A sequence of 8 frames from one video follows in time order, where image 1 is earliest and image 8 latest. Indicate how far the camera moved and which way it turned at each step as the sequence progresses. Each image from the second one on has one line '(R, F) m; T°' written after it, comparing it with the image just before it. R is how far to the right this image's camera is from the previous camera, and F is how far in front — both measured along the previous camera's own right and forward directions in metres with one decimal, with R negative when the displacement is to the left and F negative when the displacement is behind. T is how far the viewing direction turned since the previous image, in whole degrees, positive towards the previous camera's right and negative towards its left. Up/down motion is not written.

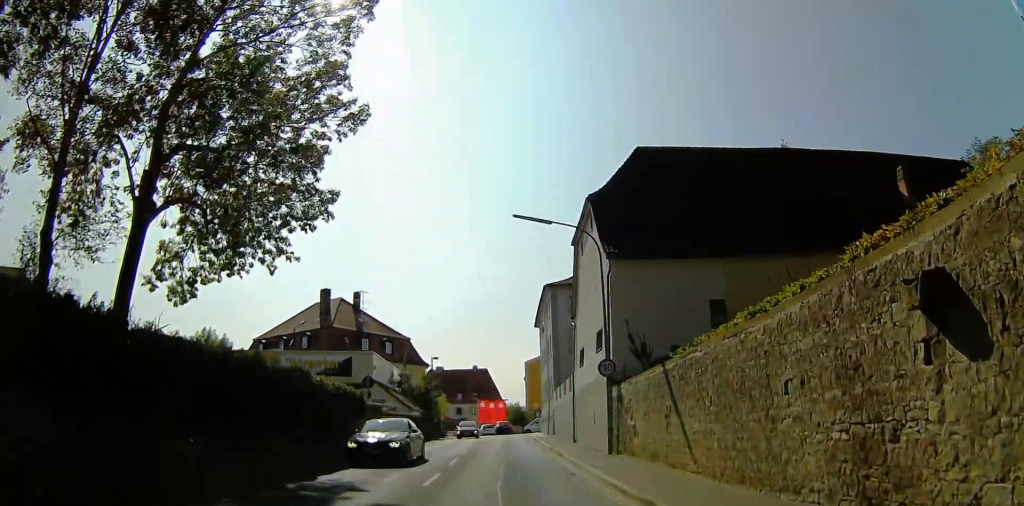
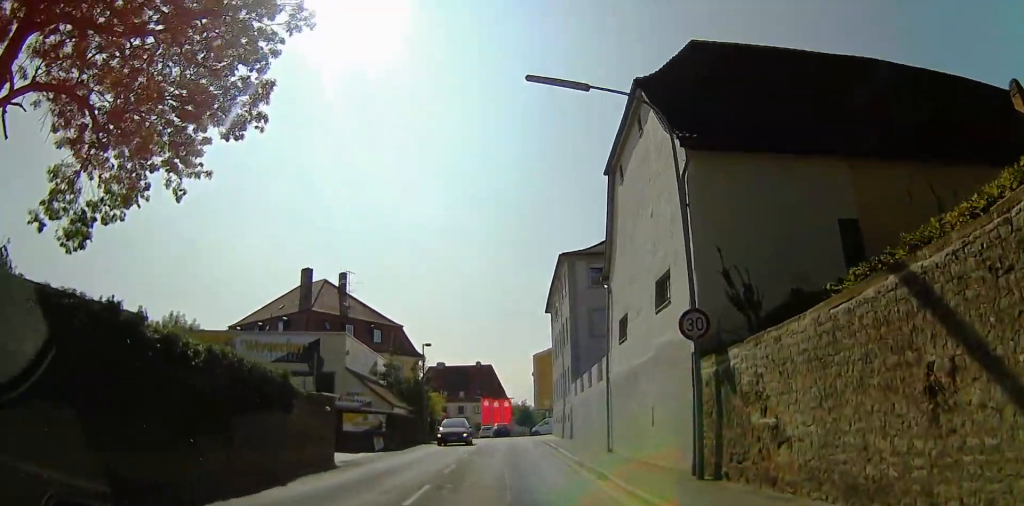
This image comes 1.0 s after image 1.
(+0.1, +9.1) m; +2°
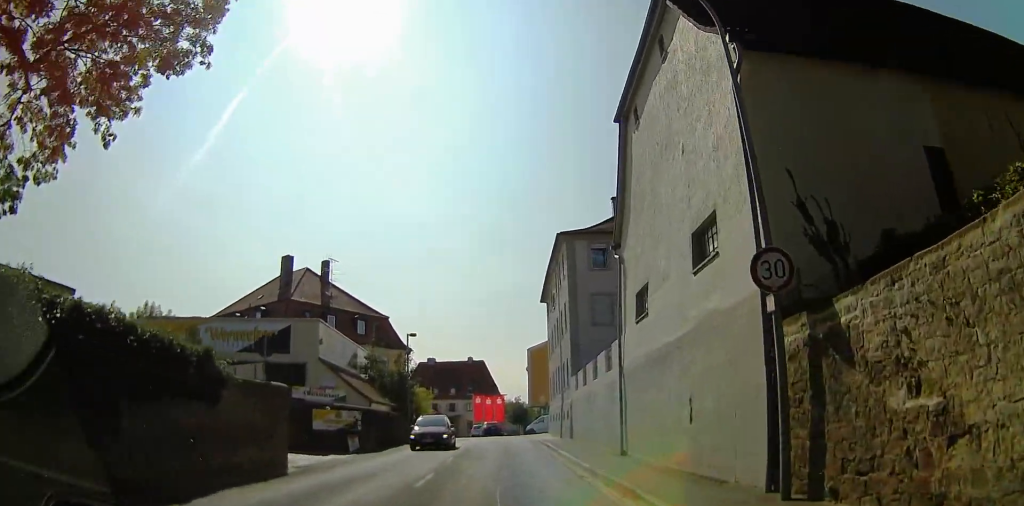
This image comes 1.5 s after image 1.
(+0.1, +3.8) m; +1°
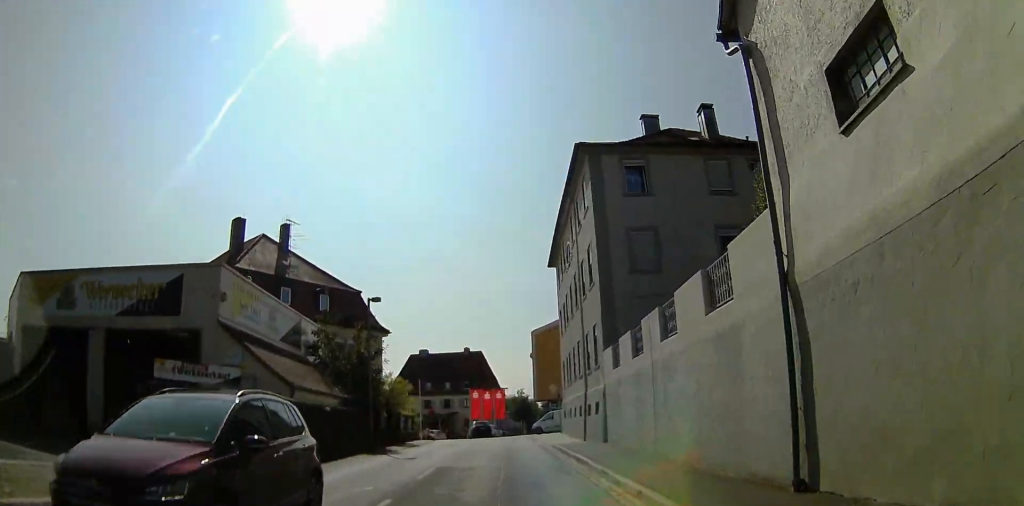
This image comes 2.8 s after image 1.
(+0.1, +11.5) m; +1°
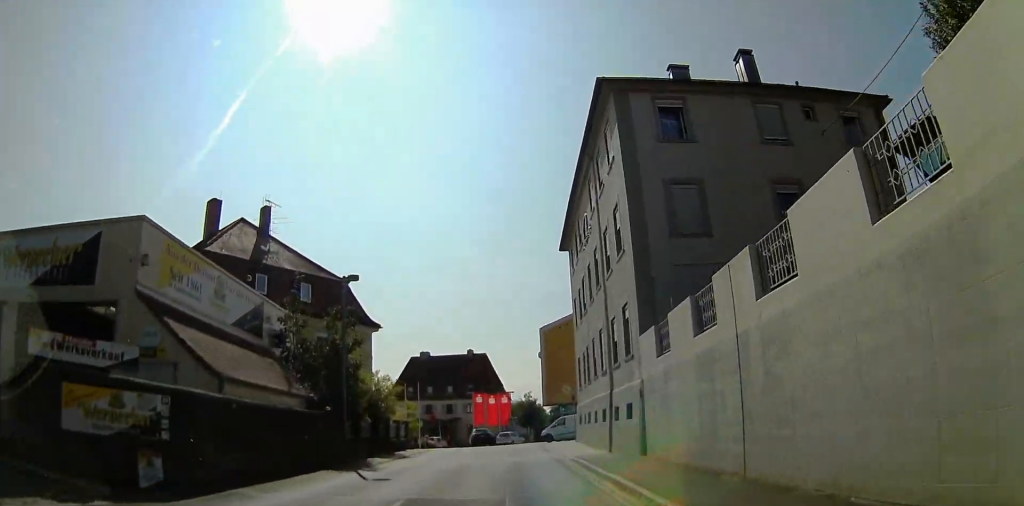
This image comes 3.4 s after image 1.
(0.0, +5.8) m; 0°
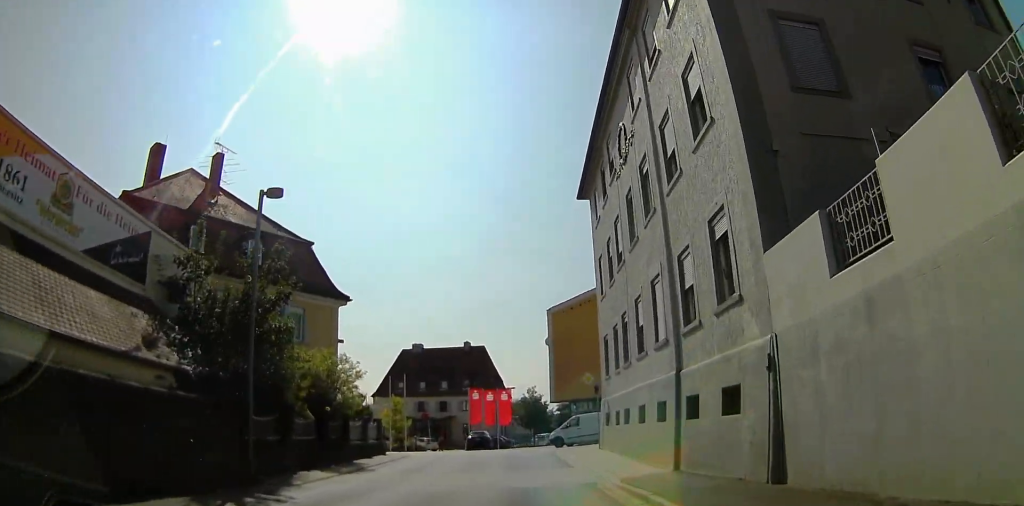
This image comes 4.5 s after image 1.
(0.0, +8.8) m; 0°
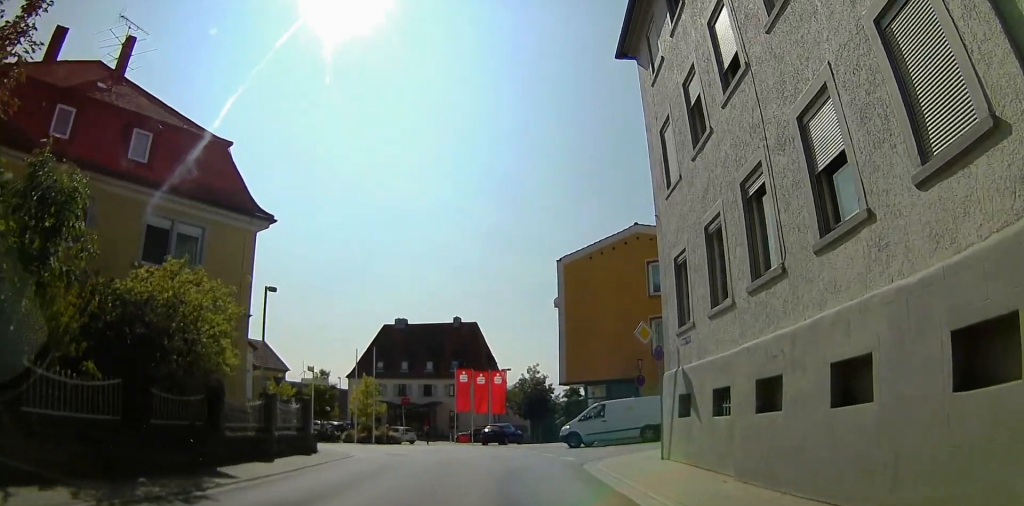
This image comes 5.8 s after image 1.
(0.0, +11.1) m; 0°
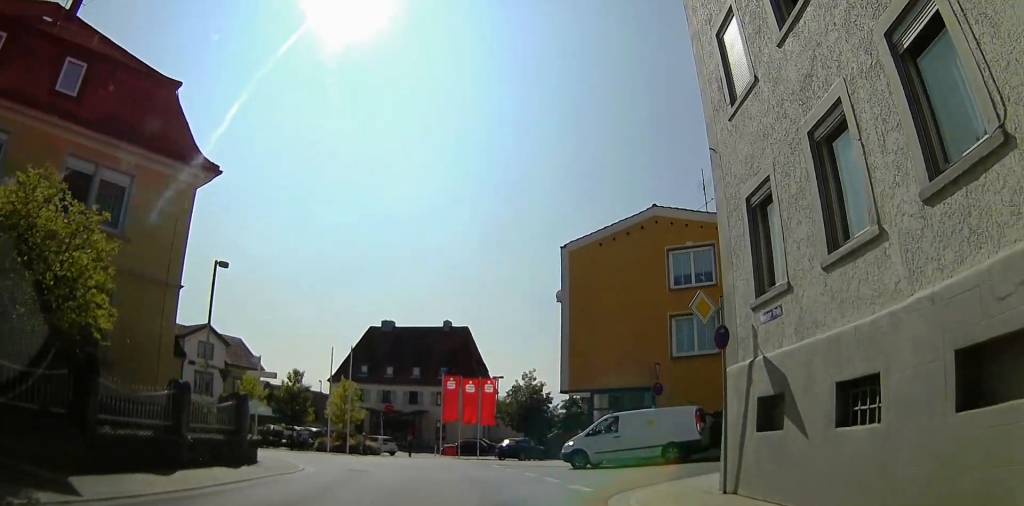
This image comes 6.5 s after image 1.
(0.0, +4.9) m; 0°
